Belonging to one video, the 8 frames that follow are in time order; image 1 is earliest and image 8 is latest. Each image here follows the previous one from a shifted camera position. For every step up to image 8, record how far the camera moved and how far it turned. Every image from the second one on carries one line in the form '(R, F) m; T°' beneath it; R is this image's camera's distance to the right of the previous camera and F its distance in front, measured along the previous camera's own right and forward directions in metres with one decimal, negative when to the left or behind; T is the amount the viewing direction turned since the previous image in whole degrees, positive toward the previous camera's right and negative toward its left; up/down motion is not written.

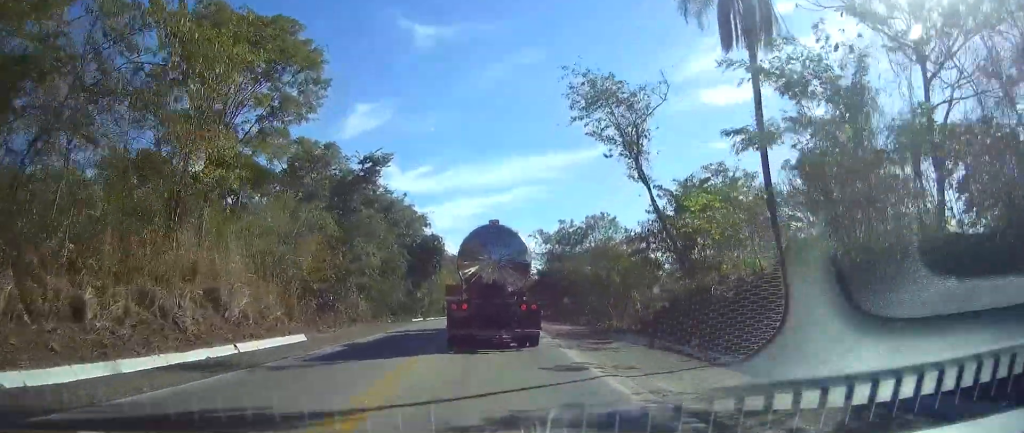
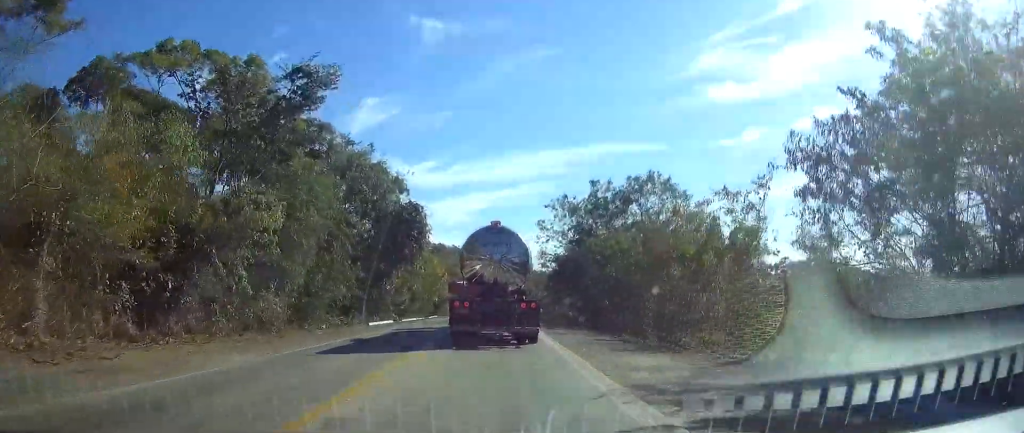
(+0.1, +23.2) m; 0°
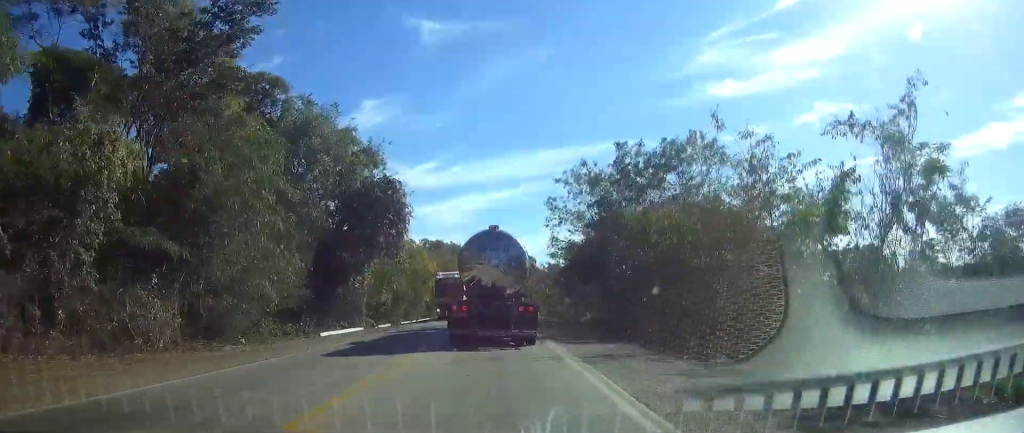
(0.0, +12.1) m; 0°
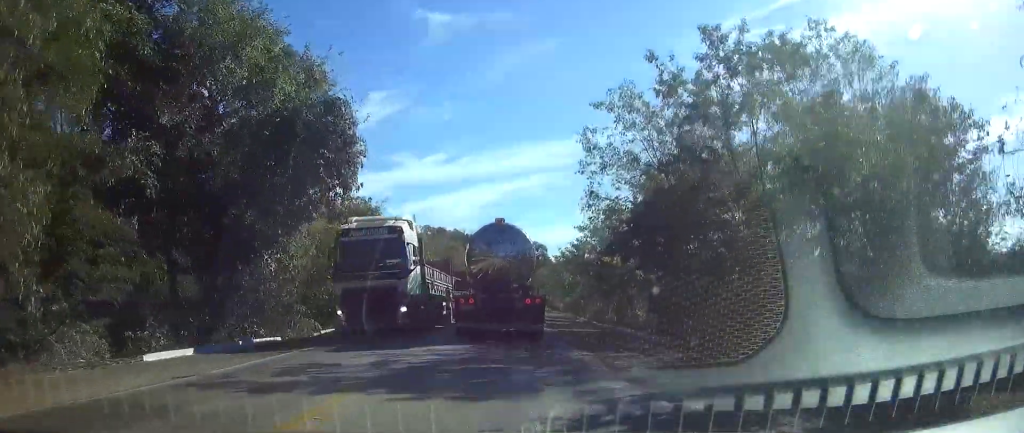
(-0.1, +17.1) m; -1°
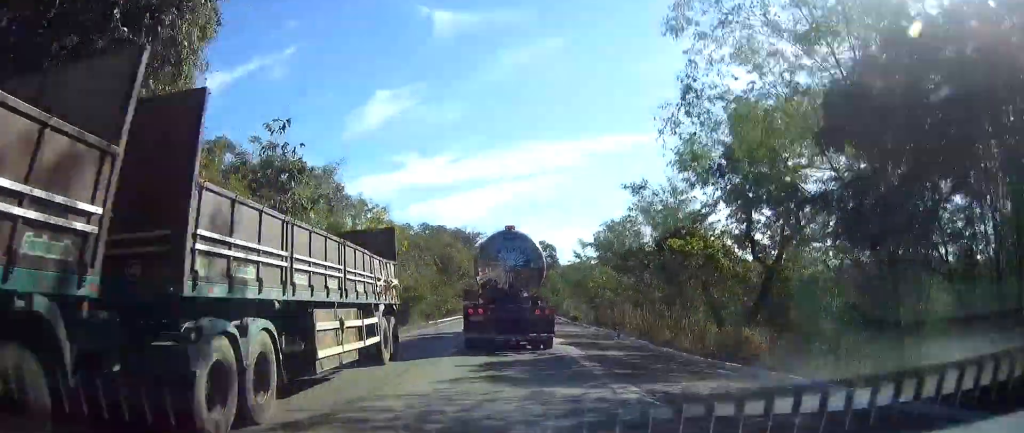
(-0.3, +15.7) m; -1°
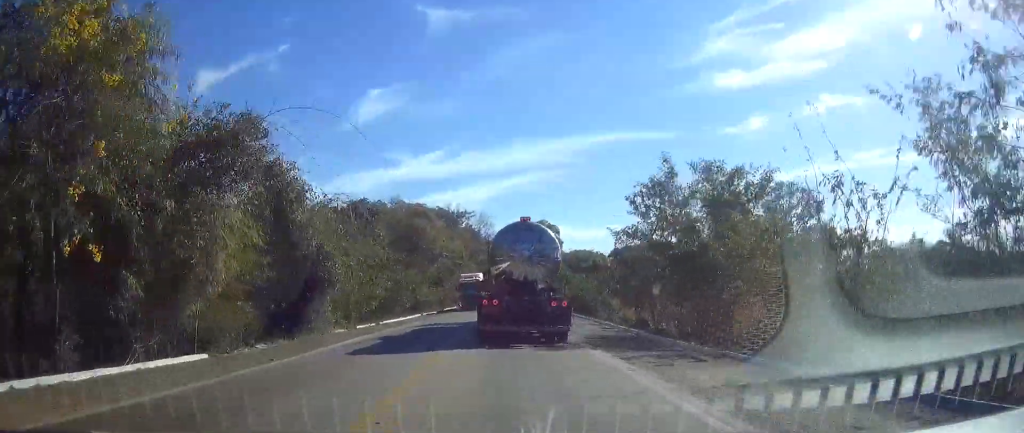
(0.0, +31.4) m; 0°
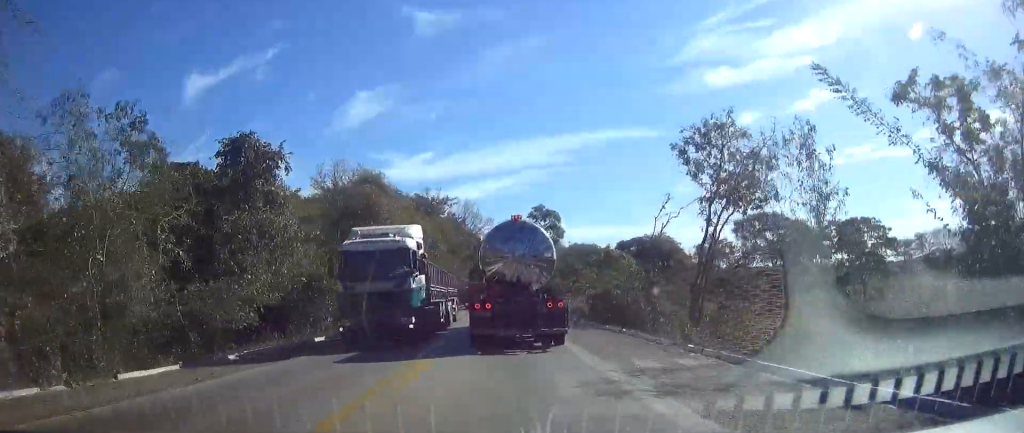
(+0.1, +24.0) m; 0°
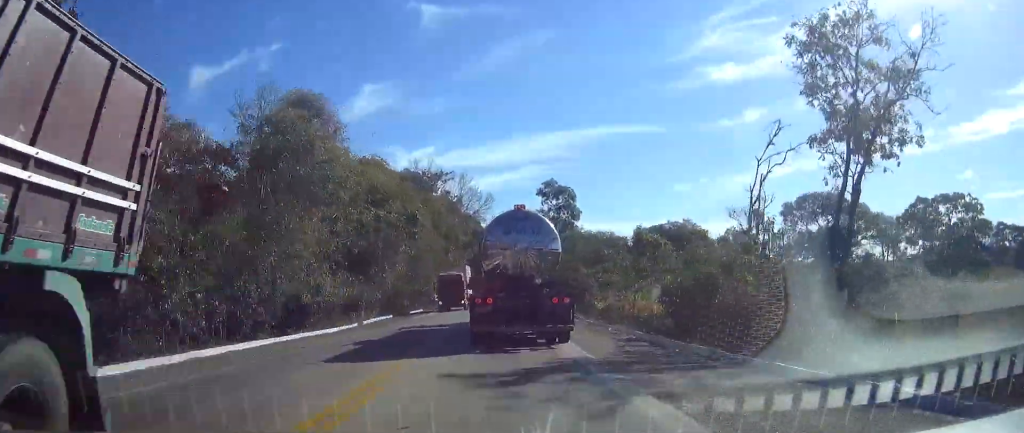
(0.0, +19.5) m; 0°
